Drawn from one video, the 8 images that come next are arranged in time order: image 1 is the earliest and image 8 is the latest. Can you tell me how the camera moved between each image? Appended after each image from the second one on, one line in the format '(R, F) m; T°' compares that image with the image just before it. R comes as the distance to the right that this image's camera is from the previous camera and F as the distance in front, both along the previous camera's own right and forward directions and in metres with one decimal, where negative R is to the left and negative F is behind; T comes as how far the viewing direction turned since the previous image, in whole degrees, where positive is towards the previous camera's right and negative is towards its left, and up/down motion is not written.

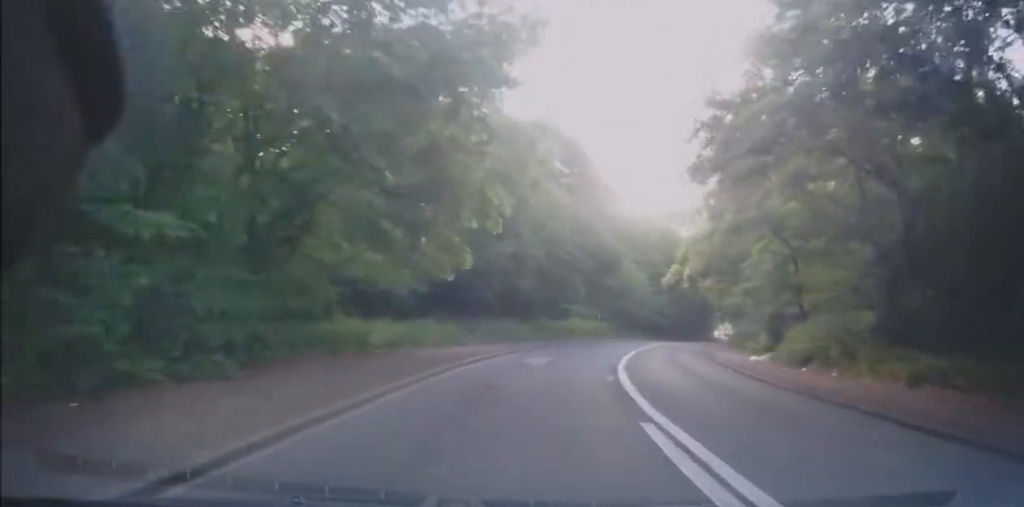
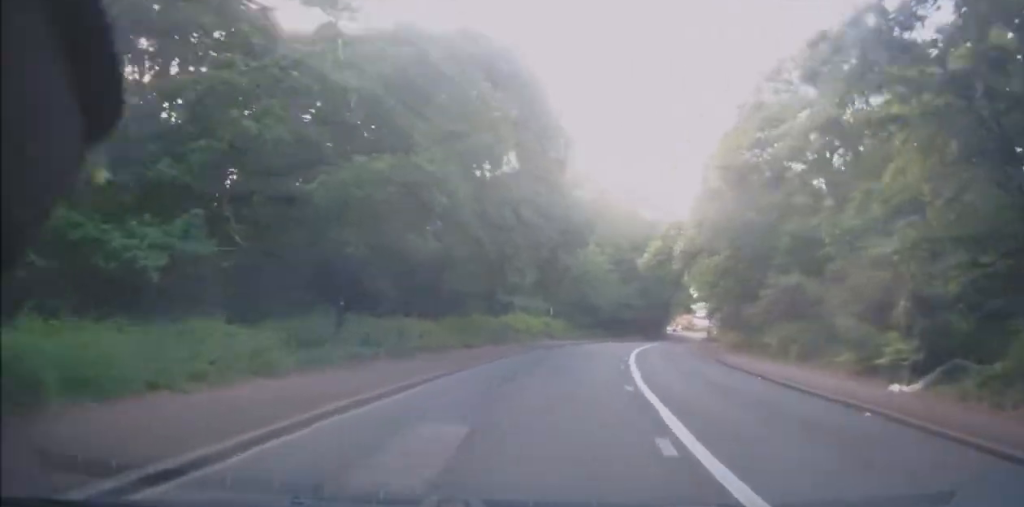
(+0.5, +13.7) m; +6°
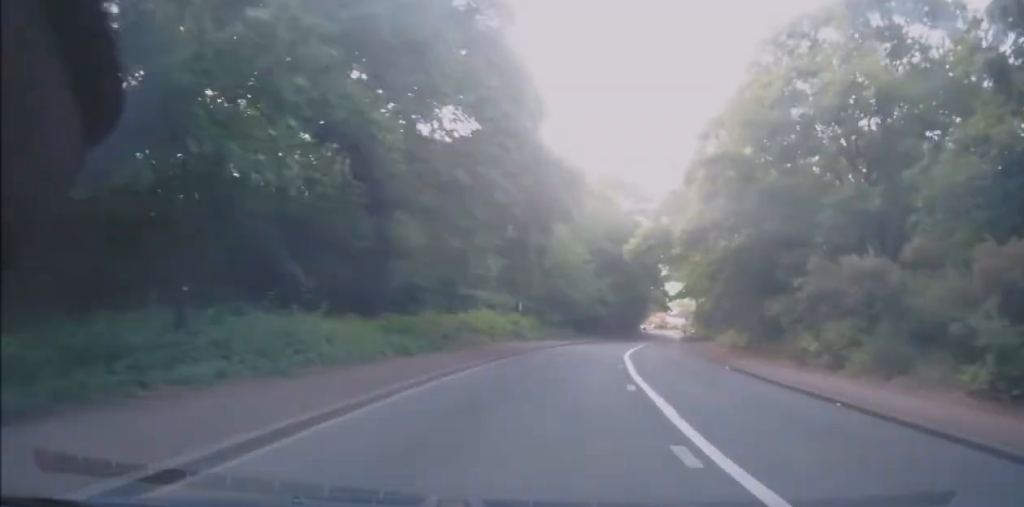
(+0.3, +6.4) m; +4°
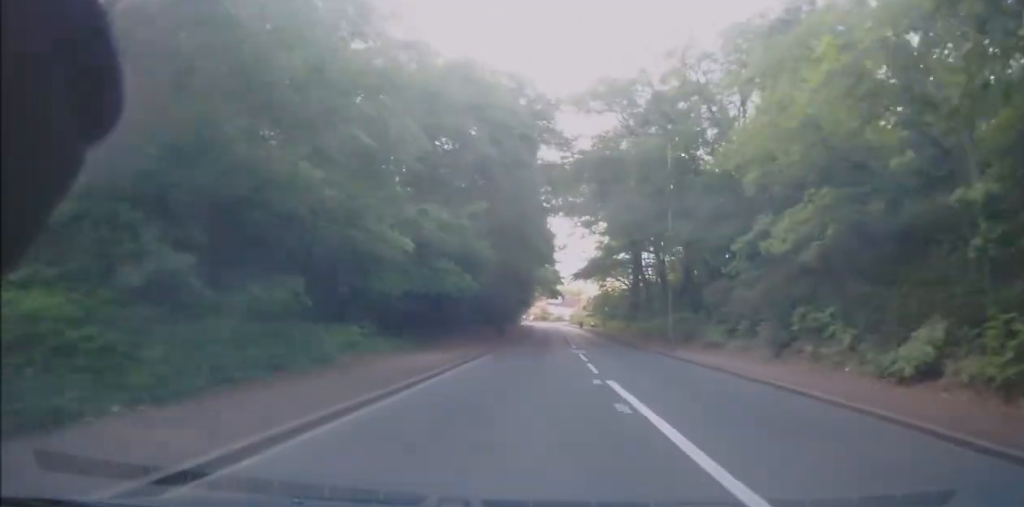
(+3.5, +34.5) m; +9°
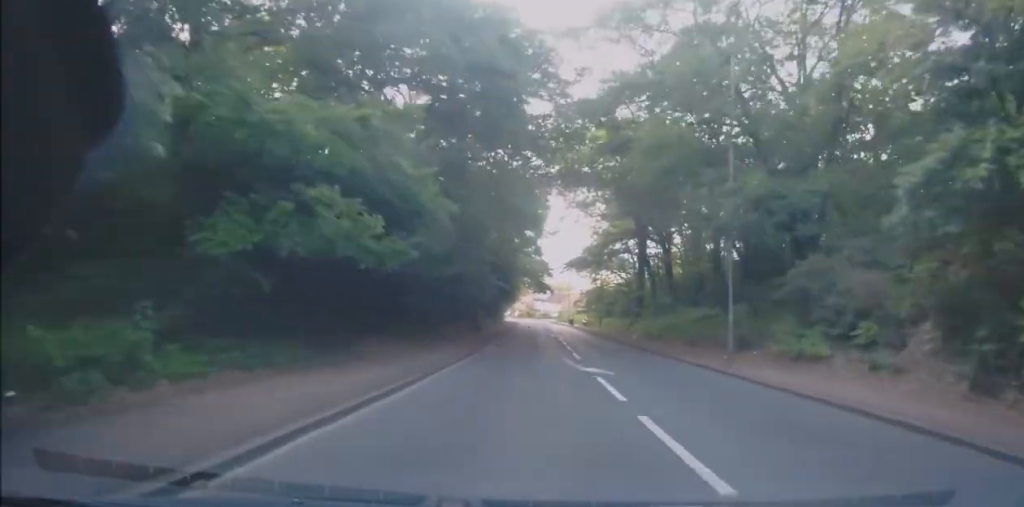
(0.0, +10.8) m; +1°
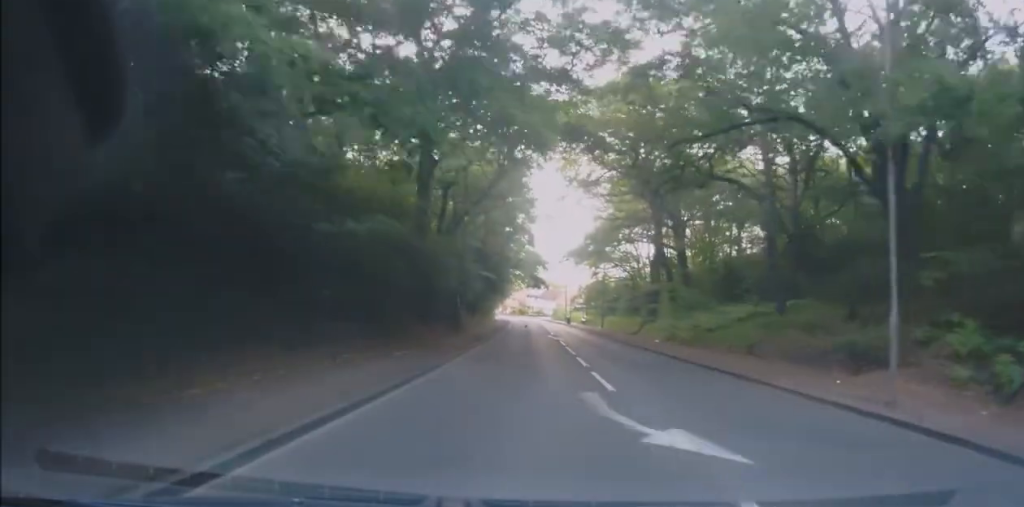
(+0.2, +9.0) m; +1°
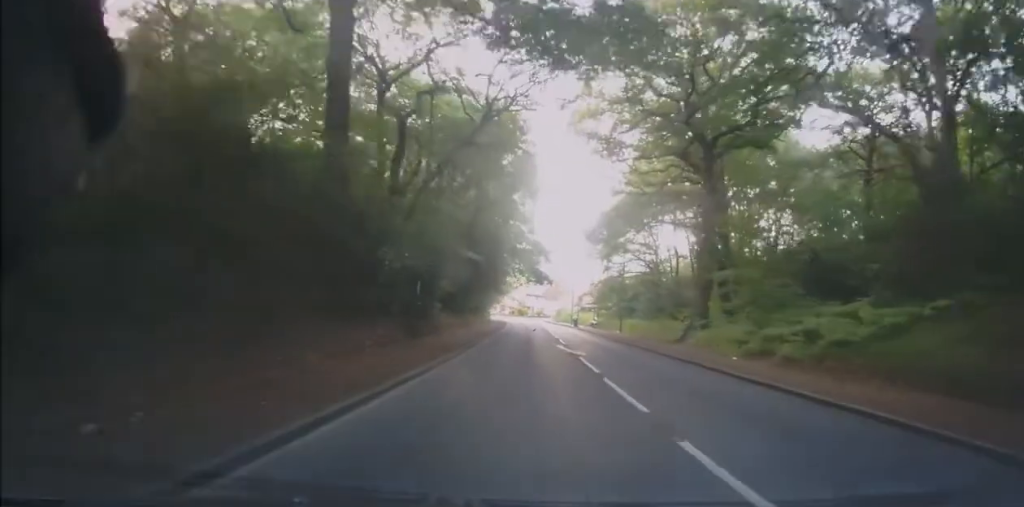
(+0.2, +13.1) m; +1°
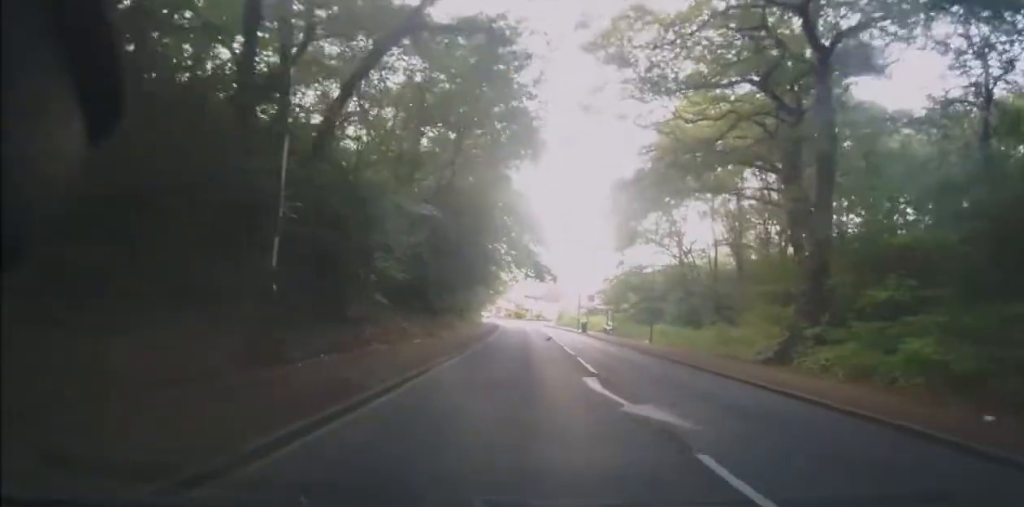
(+0.1, +13.4) m; 0°
